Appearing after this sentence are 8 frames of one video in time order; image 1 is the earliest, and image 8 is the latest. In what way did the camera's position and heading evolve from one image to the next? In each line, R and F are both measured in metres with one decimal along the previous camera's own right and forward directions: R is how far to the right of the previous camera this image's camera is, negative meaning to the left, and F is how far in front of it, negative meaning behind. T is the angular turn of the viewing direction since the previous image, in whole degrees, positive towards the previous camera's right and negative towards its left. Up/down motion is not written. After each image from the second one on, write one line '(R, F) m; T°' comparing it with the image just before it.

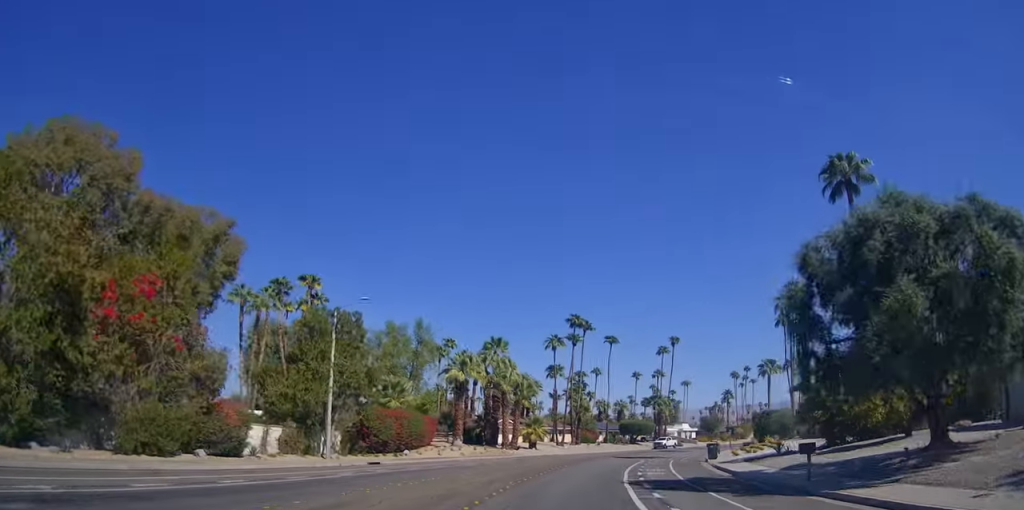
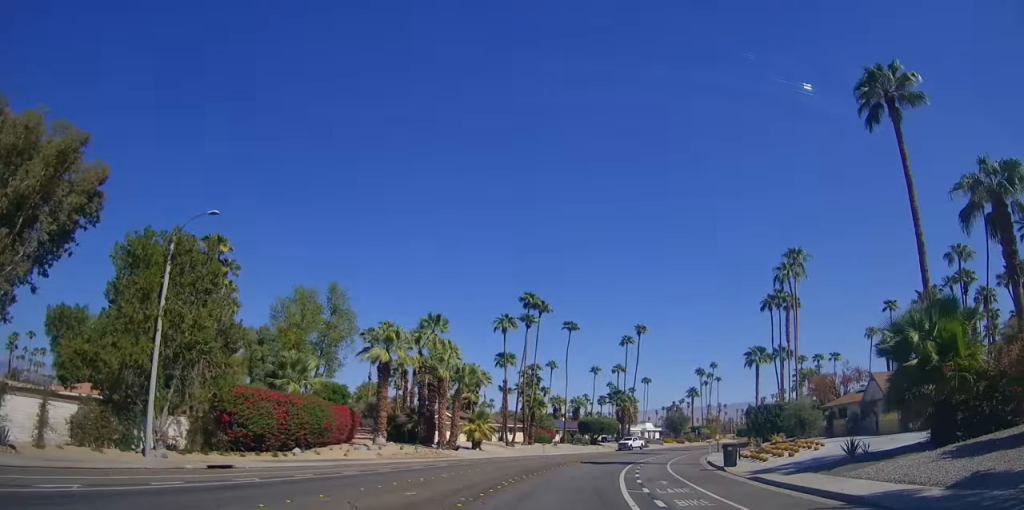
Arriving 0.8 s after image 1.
(+0.3, +12.8) m; +4°
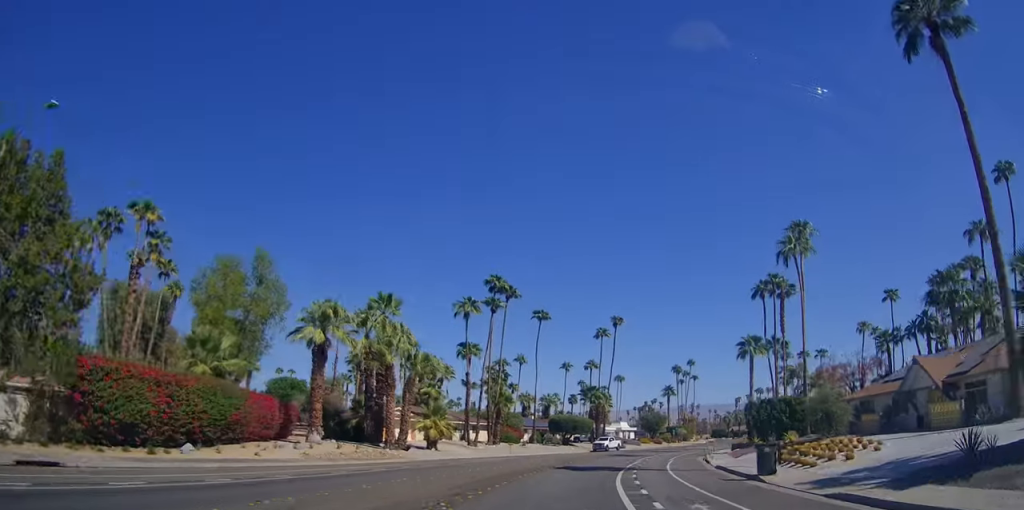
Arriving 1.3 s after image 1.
(+0.4, +7.9) m; +3°
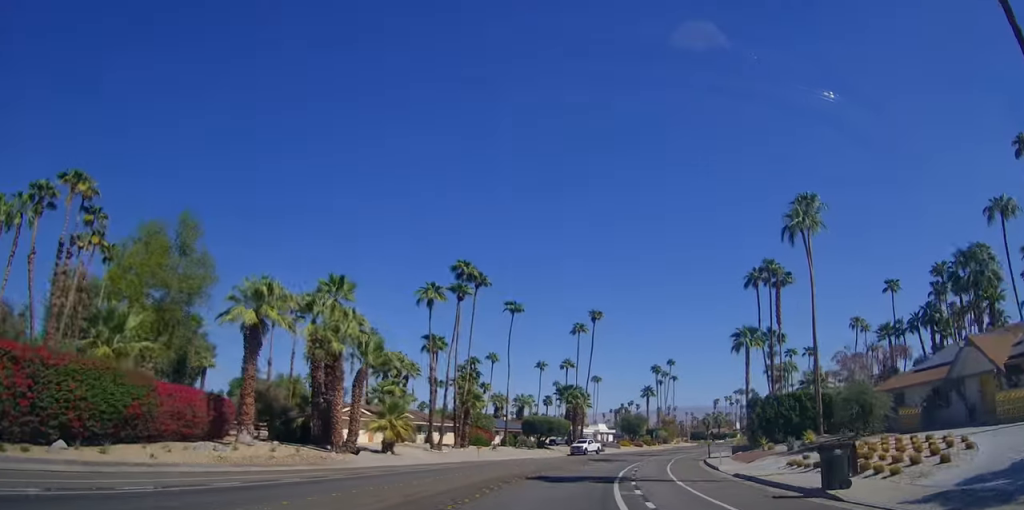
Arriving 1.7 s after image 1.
(+0.1, +6.3) m; +2°
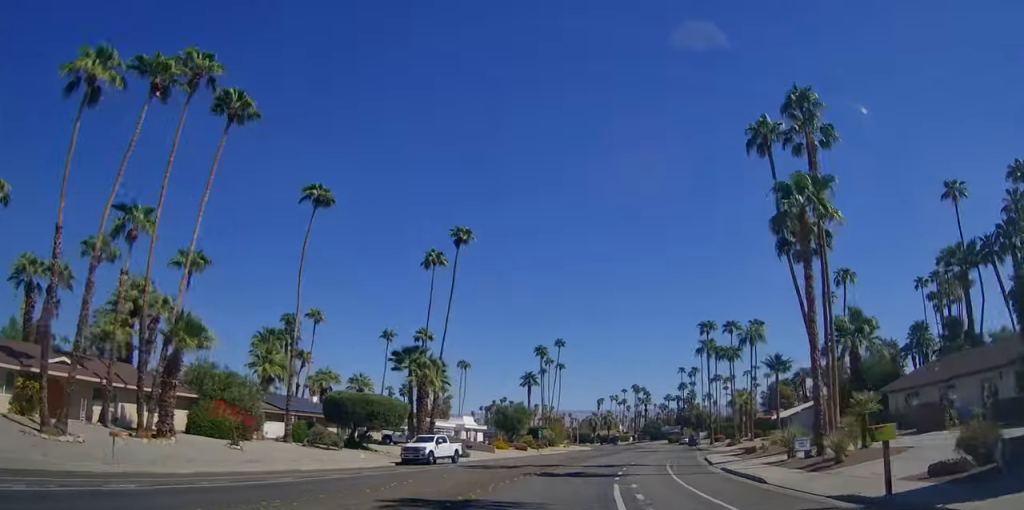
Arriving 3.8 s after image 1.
(+2.8, +33.3) m; +12°
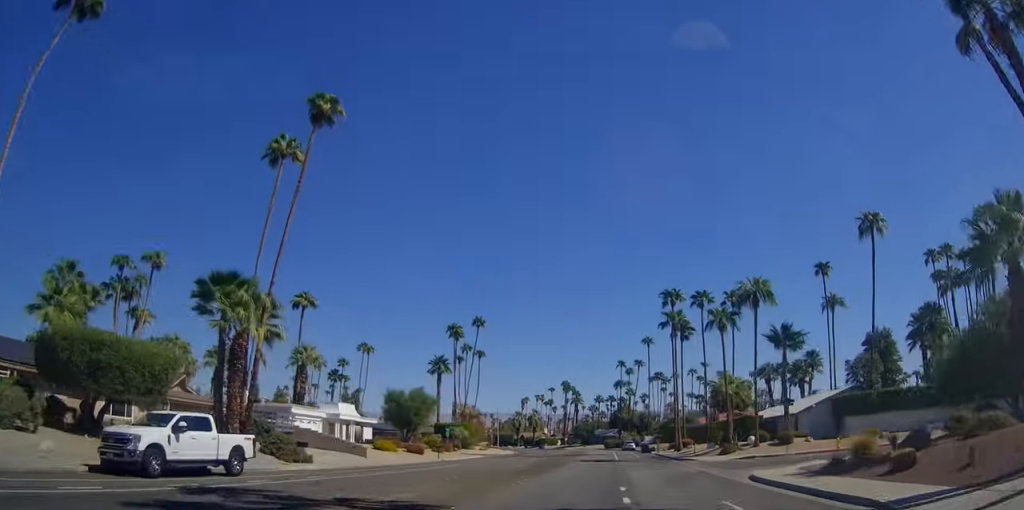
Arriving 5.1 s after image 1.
(+2.0, +21.6) m; +8°
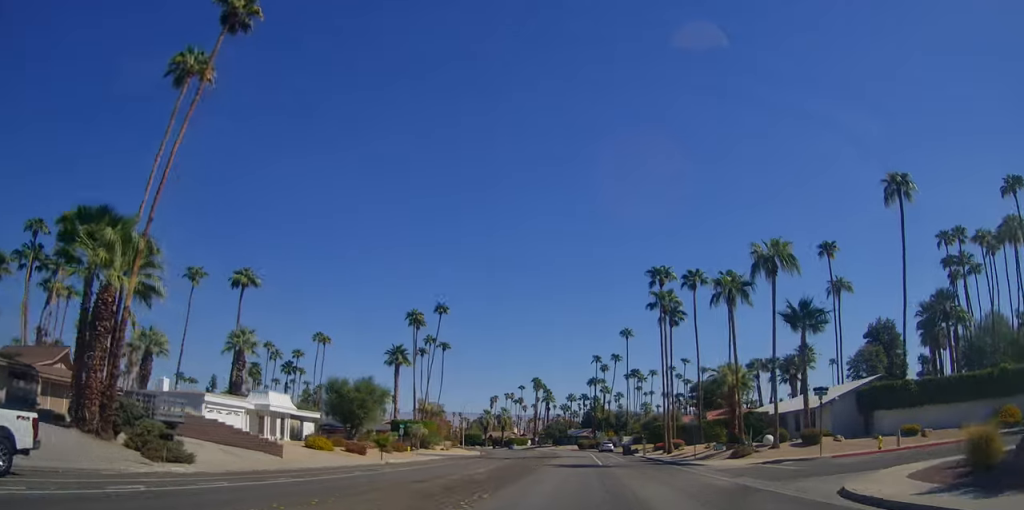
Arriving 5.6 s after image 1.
(+0.2, +9.1) m; +2°
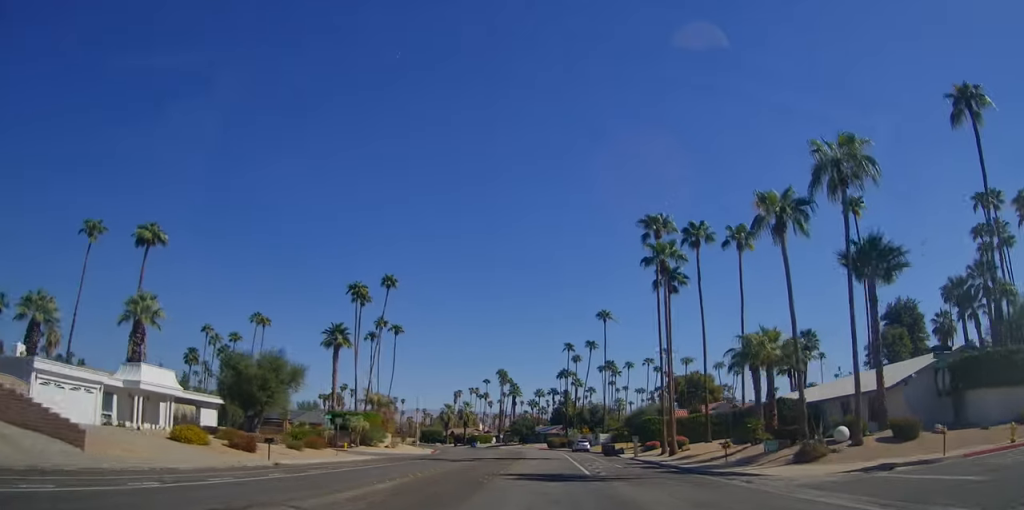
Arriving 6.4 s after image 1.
(-0.1, +13.2) m; +2°
